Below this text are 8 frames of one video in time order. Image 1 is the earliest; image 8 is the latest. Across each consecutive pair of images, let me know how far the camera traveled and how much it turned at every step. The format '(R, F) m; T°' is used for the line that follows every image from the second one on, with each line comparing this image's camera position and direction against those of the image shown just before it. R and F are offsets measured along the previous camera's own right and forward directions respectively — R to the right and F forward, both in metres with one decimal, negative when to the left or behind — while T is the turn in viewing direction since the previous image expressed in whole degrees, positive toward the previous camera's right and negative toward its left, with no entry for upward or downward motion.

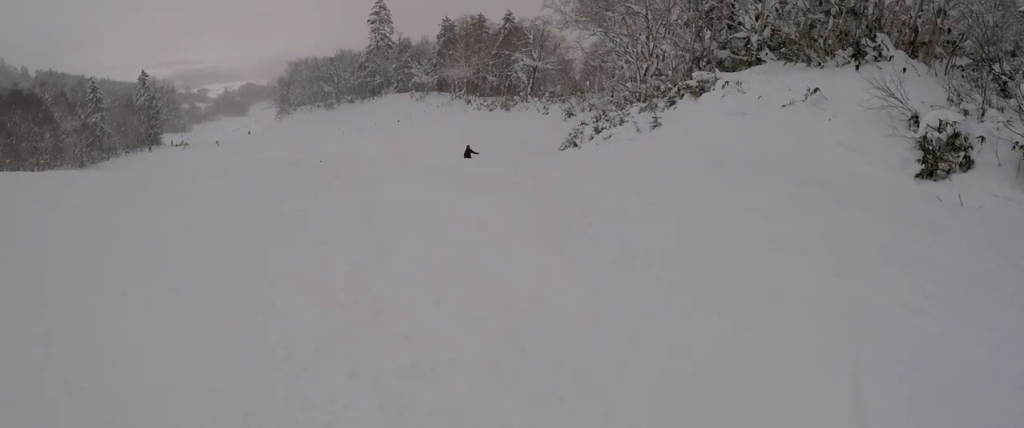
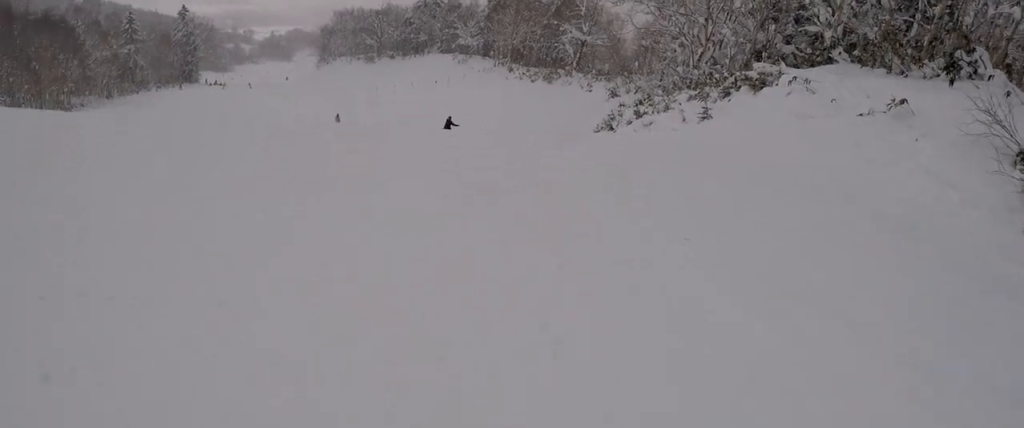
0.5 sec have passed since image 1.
(+1.0, +2.9) m; -1°
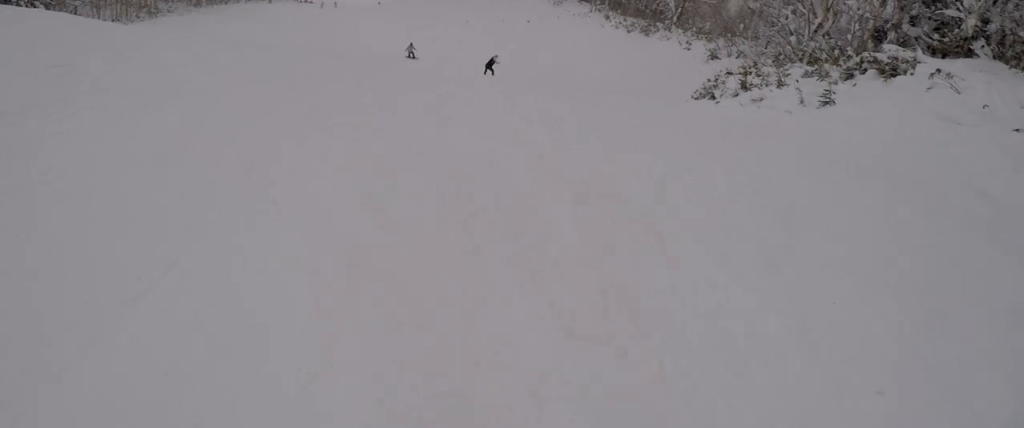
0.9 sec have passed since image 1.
(-0.4, +2.5) m; -13°
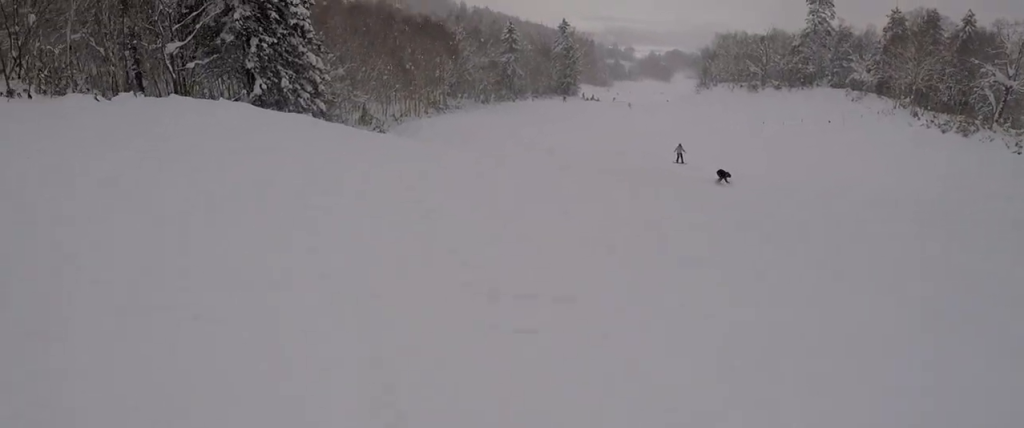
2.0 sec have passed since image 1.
(-2.4, +5.5) m; -32°
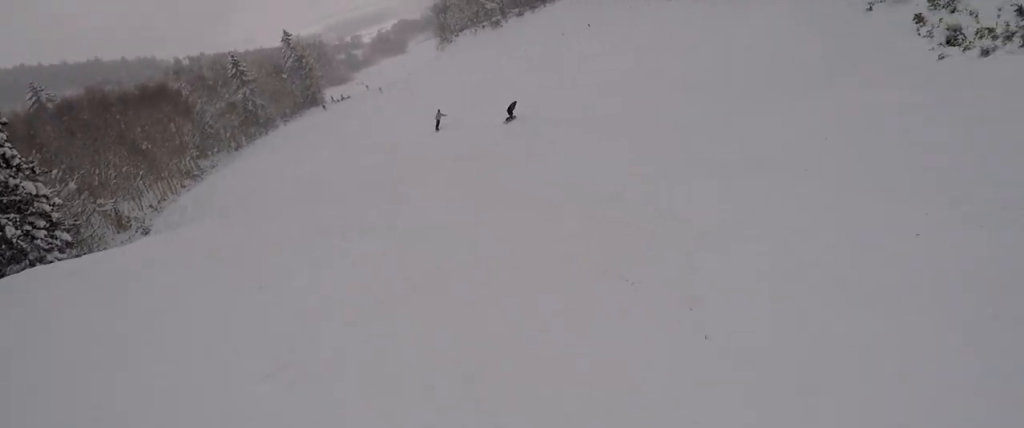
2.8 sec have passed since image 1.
(-1.0, +4.5) m; +6°
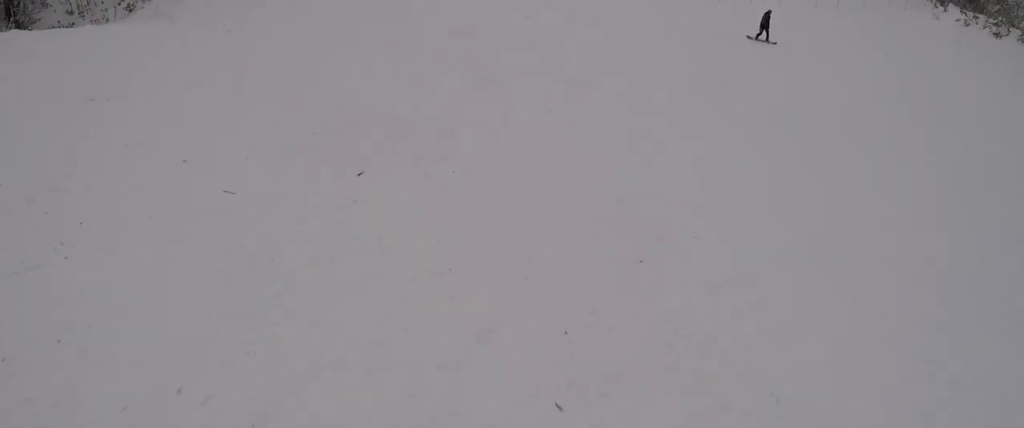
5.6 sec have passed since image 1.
(+5.3, +17.9) m; 0°
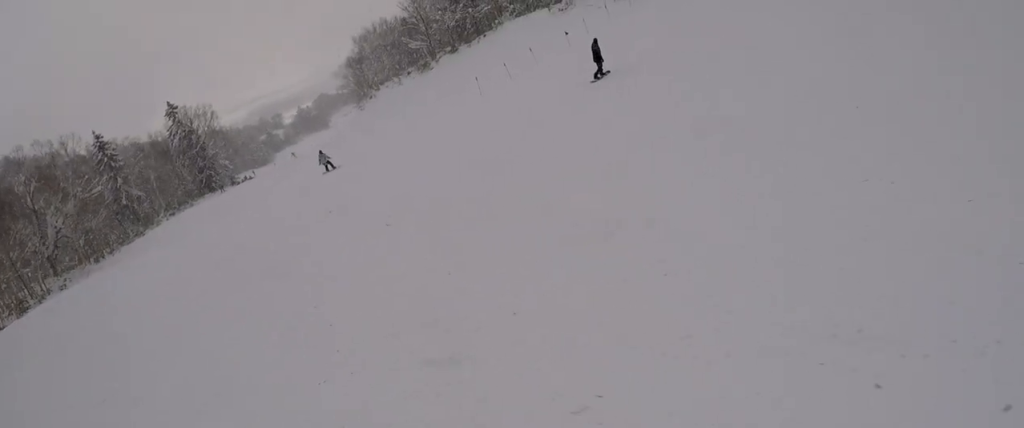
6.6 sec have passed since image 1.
(-1.2, +7.6) m; +3°
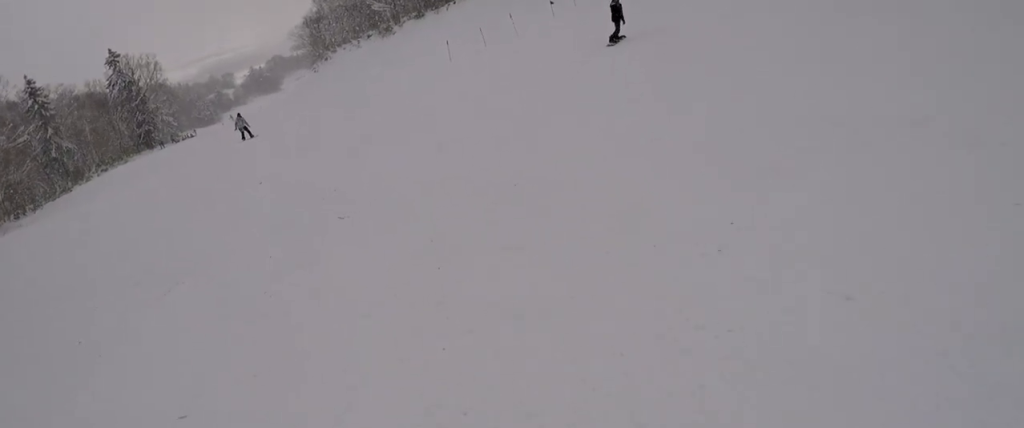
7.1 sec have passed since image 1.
(+0.8, +4.1) m; +5°
